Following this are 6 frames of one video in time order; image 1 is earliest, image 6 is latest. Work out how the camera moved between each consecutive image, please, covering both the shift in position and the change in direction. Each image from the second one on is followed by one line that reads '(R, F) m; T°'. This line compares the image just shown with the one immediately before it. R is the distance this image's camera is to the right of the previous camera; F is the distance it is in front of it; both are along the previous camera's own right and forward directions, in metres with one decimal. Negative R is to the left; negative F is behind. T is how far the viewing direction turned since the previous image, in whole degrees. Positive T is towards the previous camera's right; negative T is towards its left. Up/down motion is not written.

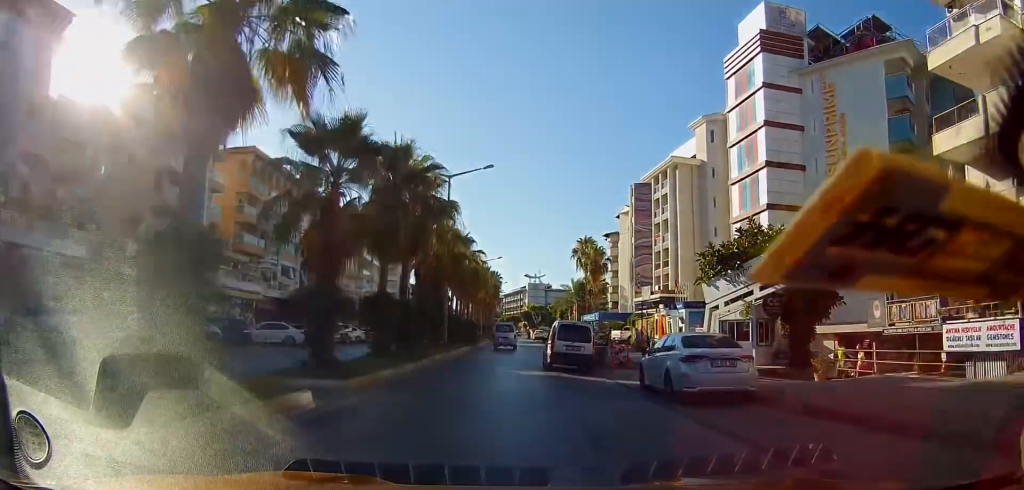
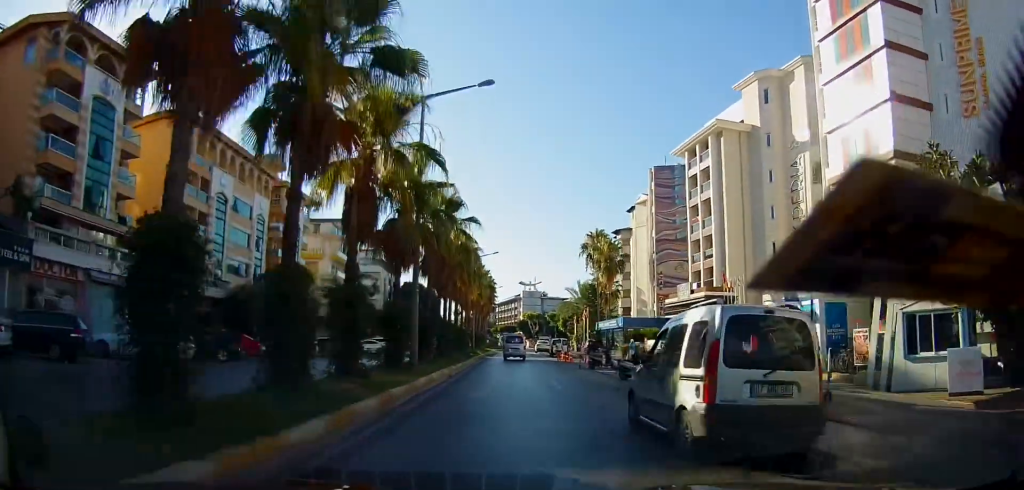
(+0.5, +13.1) m; +10°
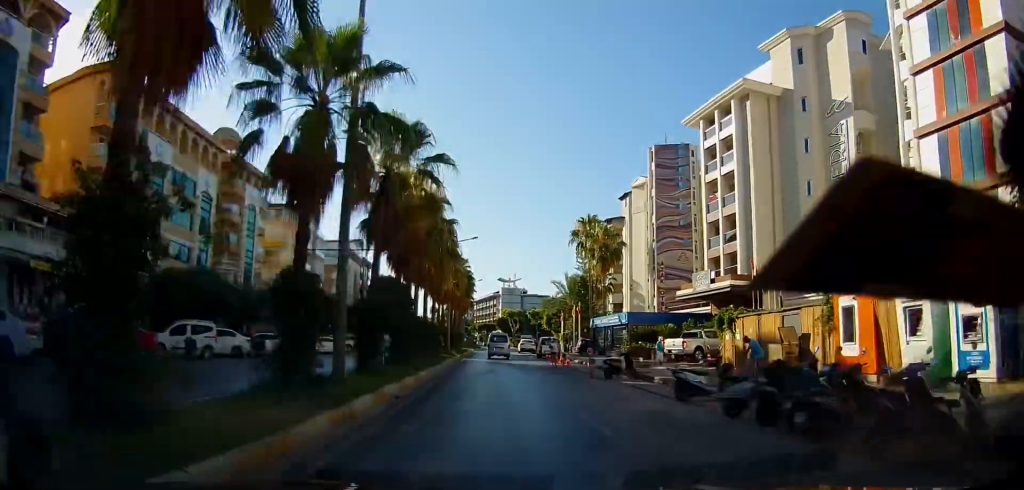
(+0.8, +8.6) m; +2°
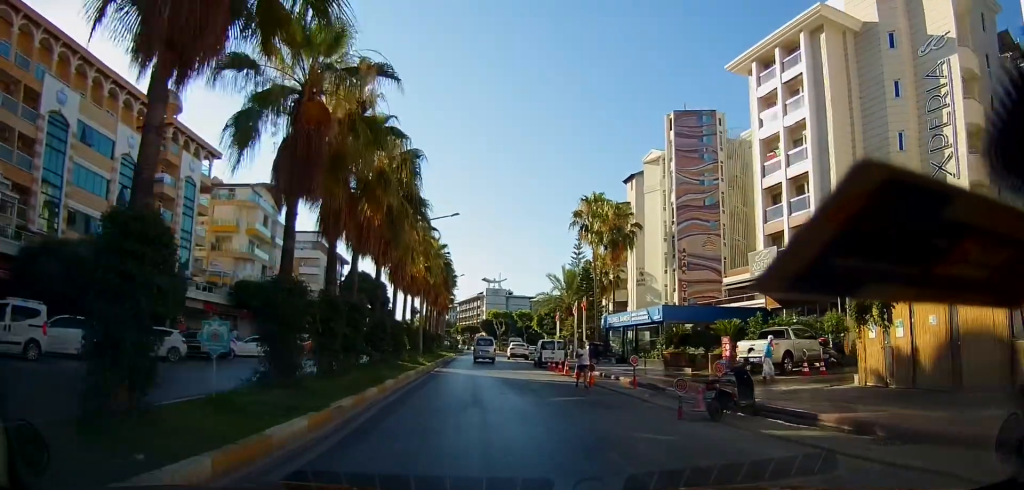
(-0.9, +11.3) m; -8°
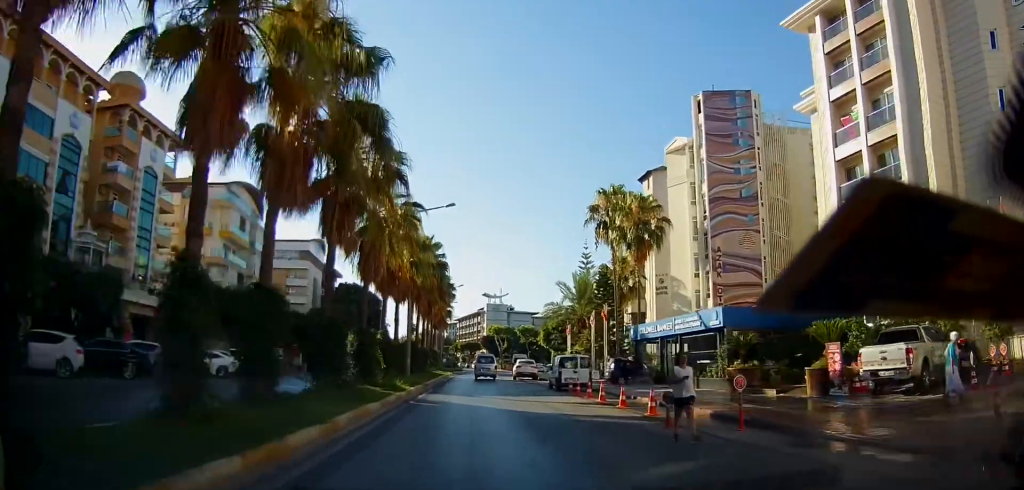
(-0.2, +7.4) m; -1°
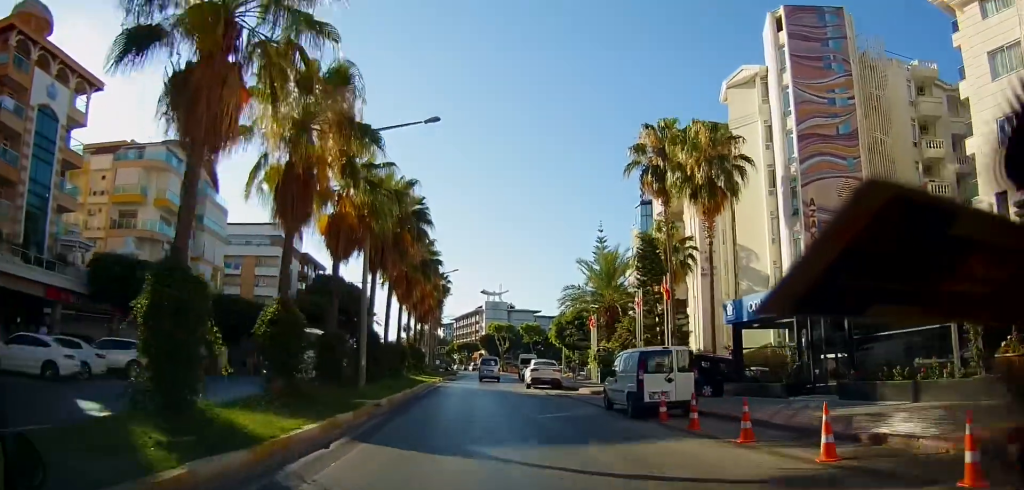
(+0.2, +13.6) m; +1°
